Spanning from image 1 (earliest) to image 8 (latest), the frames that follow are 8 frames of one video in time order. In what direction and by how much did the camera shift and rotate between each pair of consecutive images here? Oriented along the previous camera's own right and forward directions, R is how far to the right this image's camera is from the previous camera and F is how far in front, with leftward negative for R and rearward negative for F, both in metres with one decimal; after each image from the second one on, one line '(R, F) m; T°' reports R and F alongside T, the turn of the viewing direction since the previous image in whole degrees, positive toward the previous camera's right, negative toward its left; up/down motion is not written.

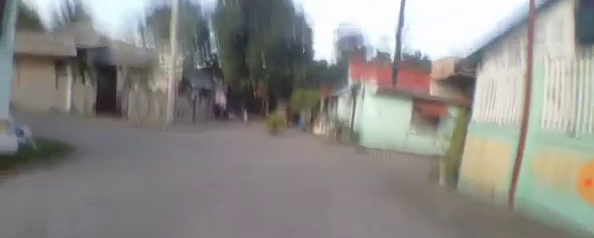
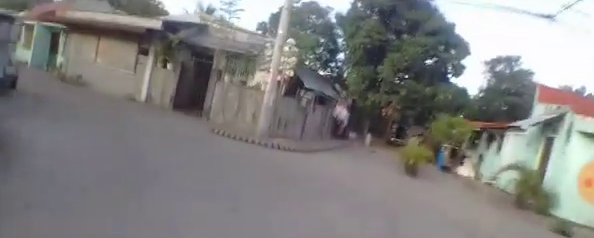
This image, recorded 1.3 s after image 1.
(-0.6, +4.5) m; -19°
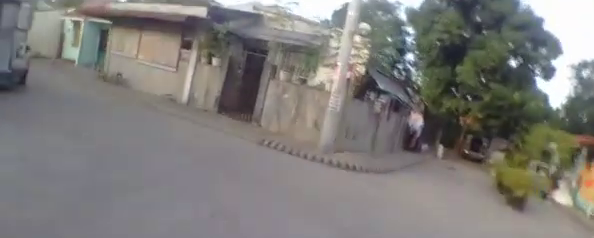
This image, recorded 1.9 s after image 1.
(-0.3, +2.1) m; -10°
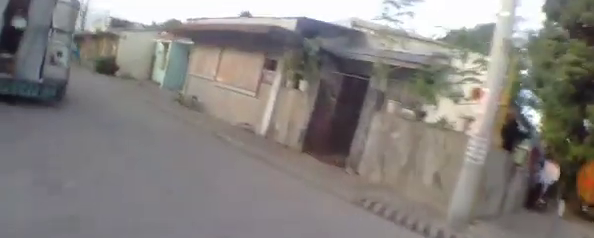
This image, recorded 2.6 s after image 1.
(-0.2, +2.3) m; -12°
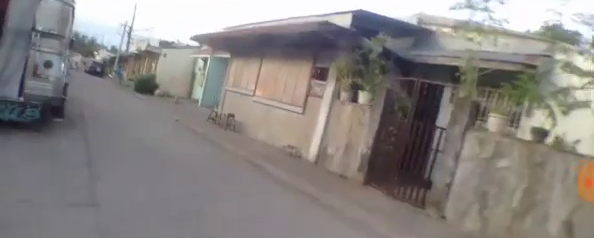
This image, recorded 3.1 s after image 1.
(0.0, +1.8) m; -9°
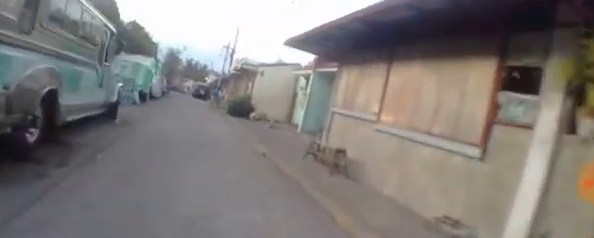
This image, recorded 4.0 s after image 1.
(-0.6, +3.6) m; -15°
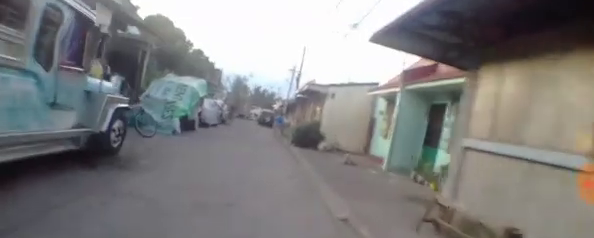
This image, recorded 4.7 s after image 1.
(-0.3, +3.8) m; -7°
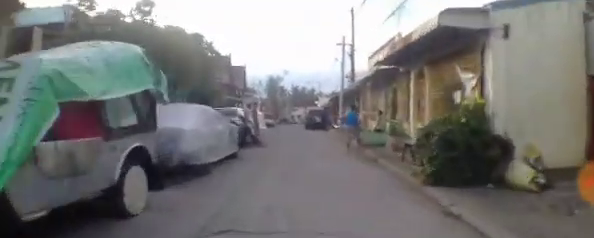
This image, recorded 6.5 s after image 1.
(-1.6, +10.1) m; -13°
